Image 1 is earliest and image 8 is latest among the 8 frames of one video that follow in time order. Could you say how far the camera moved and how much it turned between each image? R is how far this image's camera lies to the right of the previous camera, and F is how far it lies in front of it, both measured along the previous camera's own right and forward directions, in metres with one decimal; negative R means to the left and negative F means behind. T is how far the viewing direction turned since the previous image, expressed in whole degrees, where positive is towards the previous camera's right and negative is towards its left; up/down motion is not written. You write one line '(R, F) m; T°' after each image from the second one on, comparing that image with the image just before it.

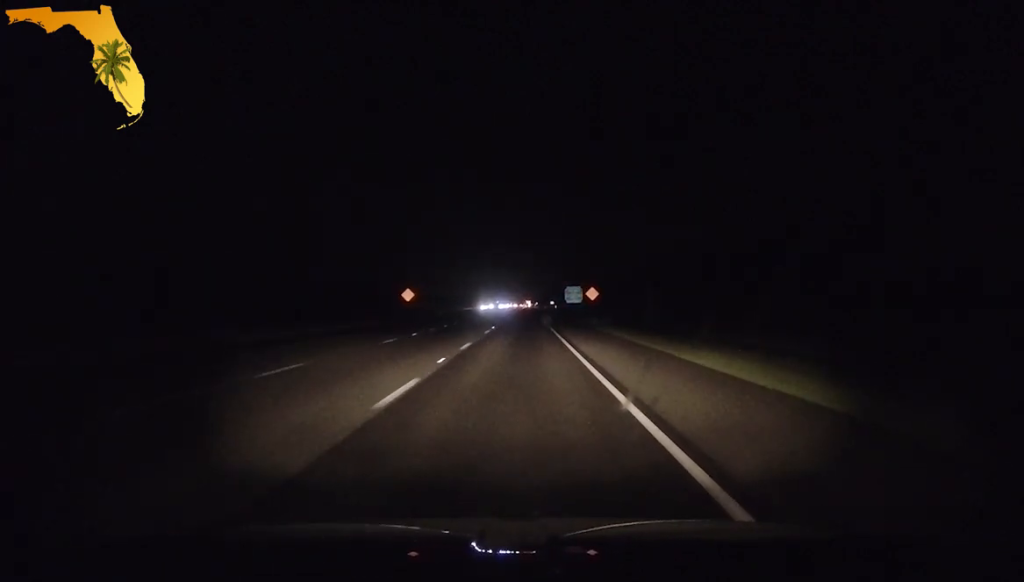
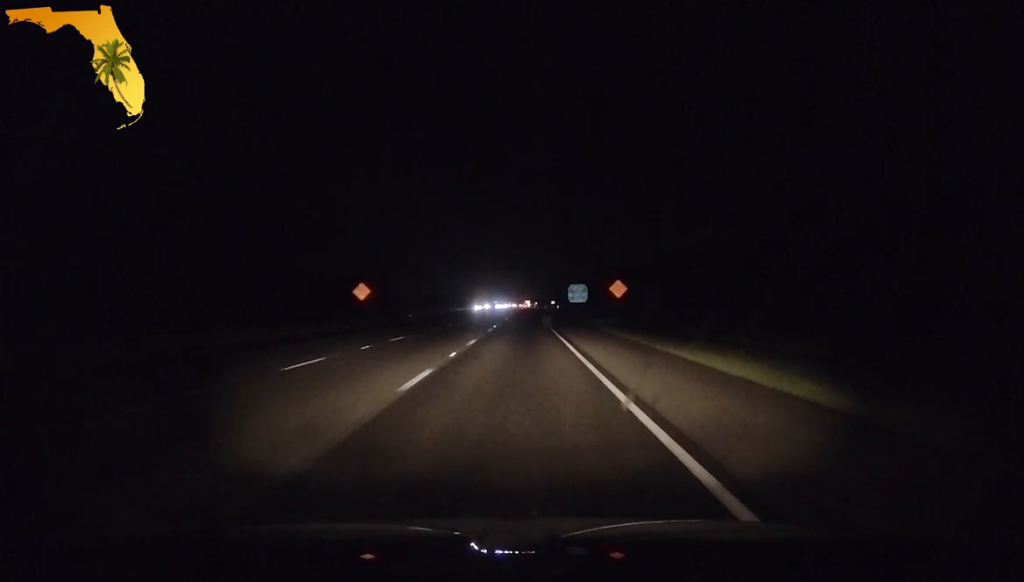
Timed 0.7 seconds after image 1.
(+0.1, +22.7) m; 0°
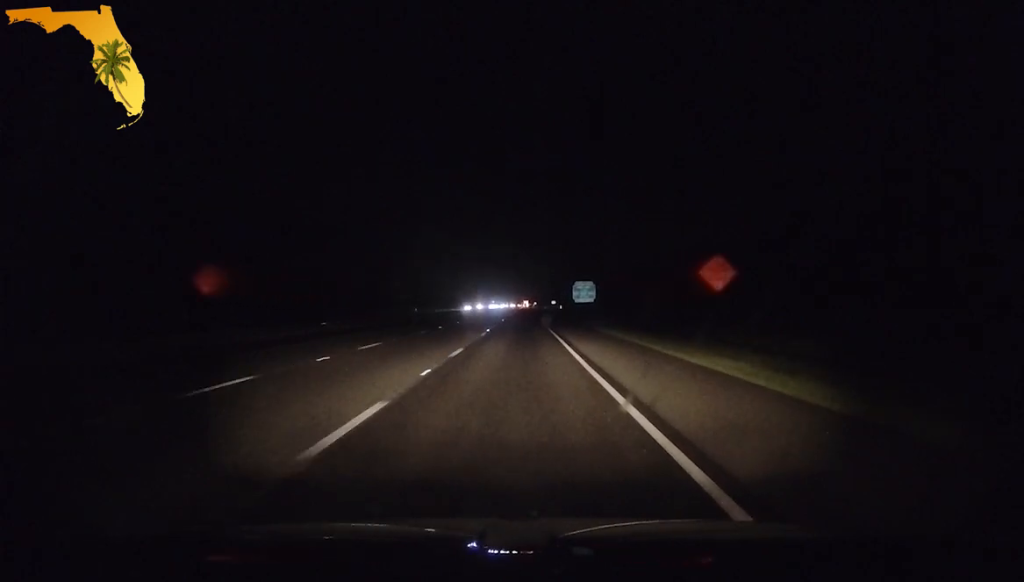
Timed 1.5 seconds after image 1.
(-0.1, +29.5) m; 0°
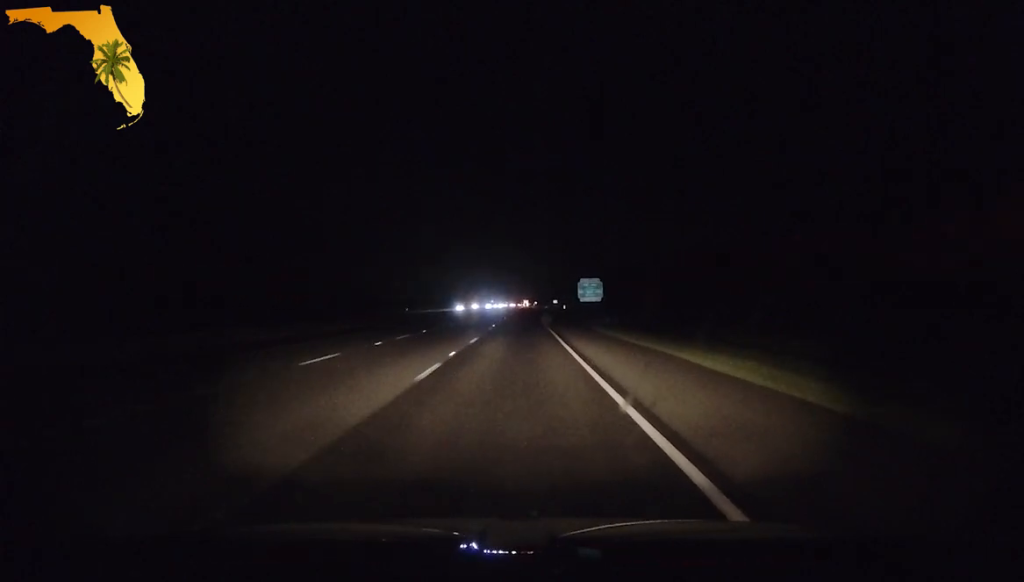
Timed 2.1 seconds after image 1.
(0.0, +18.2) m; 0°
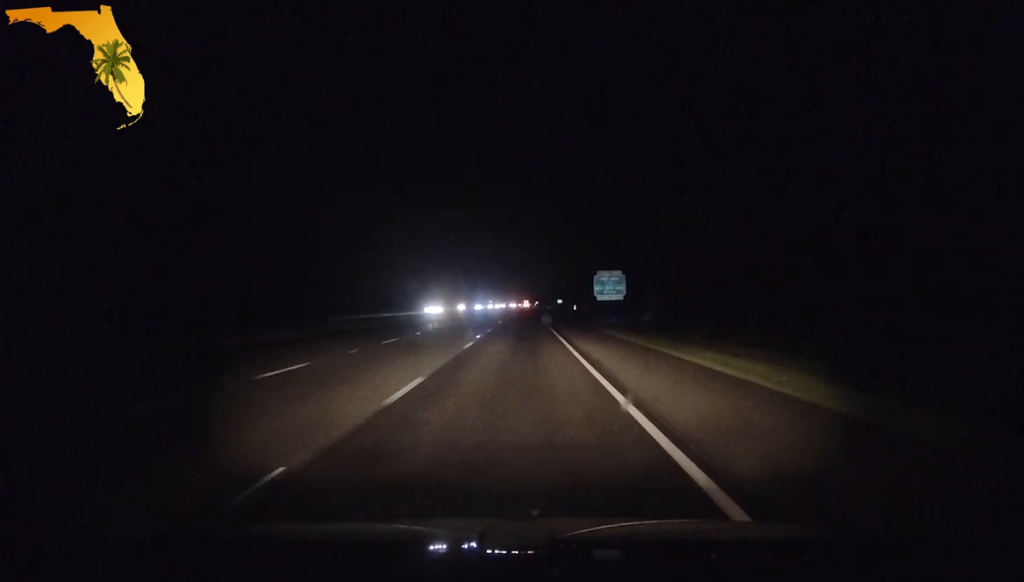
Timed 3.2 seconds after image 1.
(0.0, +39.7) m; 0°
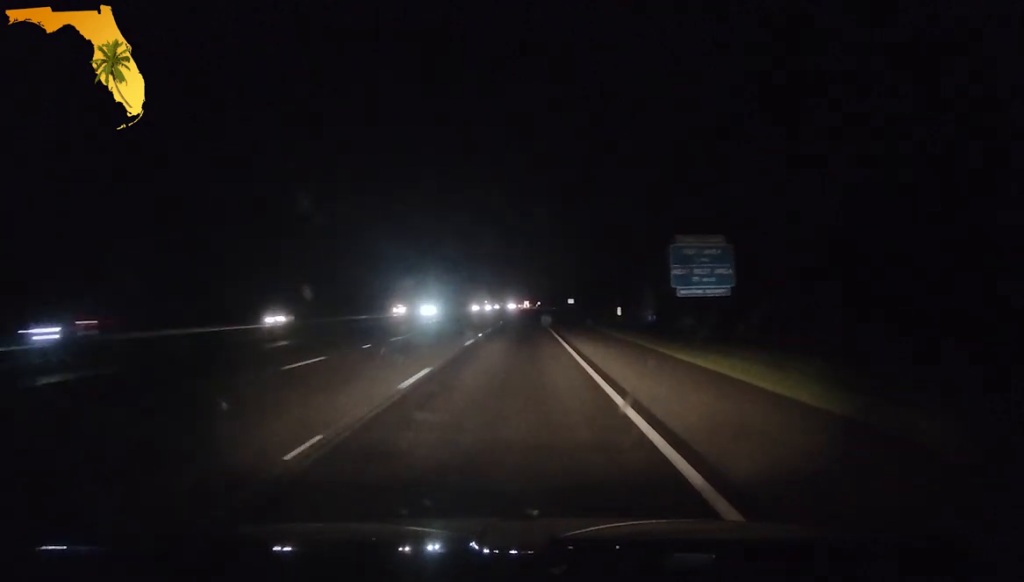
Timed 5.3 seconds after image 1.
(0.0, +71.5) m; 0°
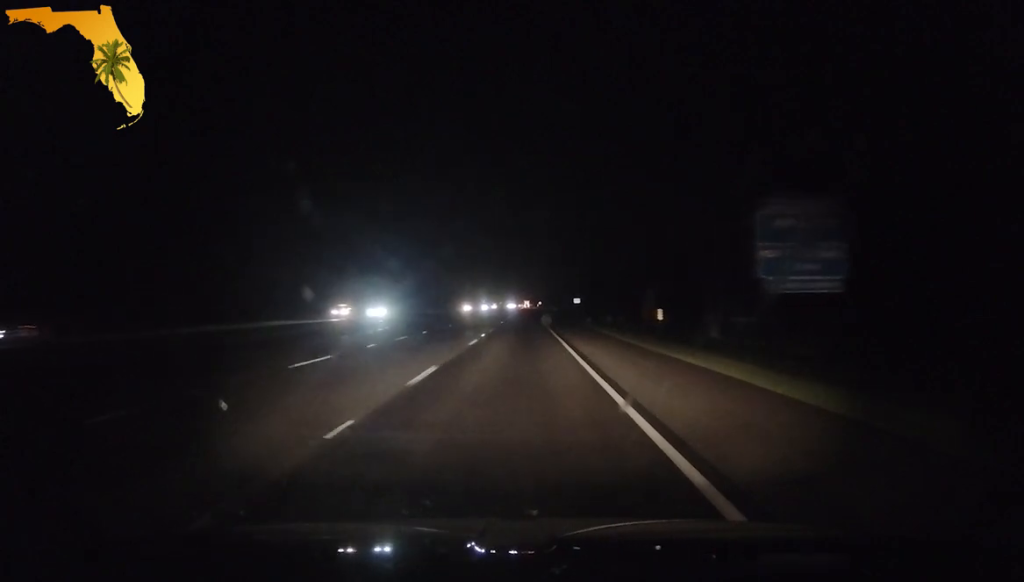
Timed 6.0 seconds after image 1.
(0.0, +23.8) m; 0°
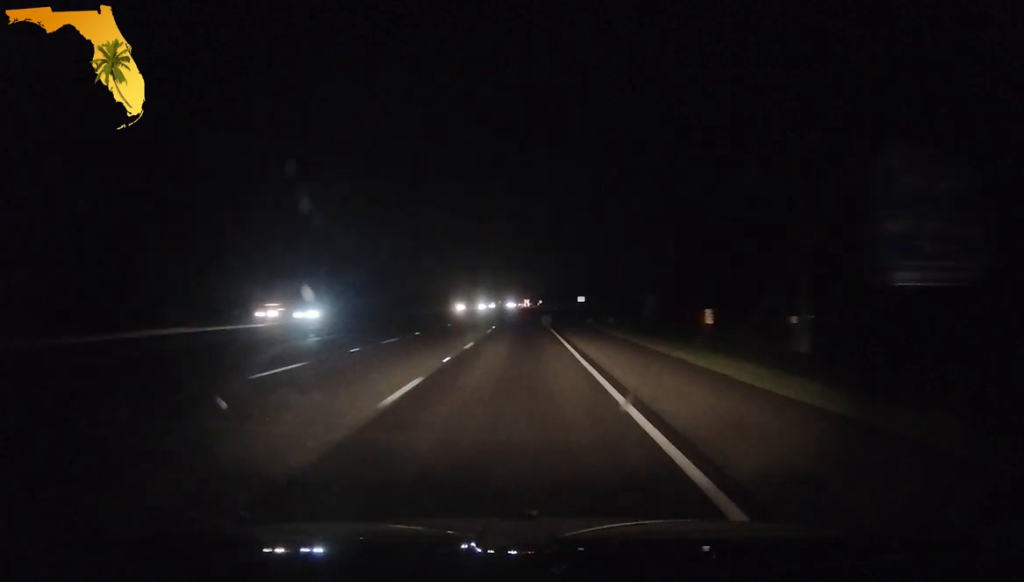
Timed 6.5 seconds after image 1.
(0.0, +14.8) m; 0°
